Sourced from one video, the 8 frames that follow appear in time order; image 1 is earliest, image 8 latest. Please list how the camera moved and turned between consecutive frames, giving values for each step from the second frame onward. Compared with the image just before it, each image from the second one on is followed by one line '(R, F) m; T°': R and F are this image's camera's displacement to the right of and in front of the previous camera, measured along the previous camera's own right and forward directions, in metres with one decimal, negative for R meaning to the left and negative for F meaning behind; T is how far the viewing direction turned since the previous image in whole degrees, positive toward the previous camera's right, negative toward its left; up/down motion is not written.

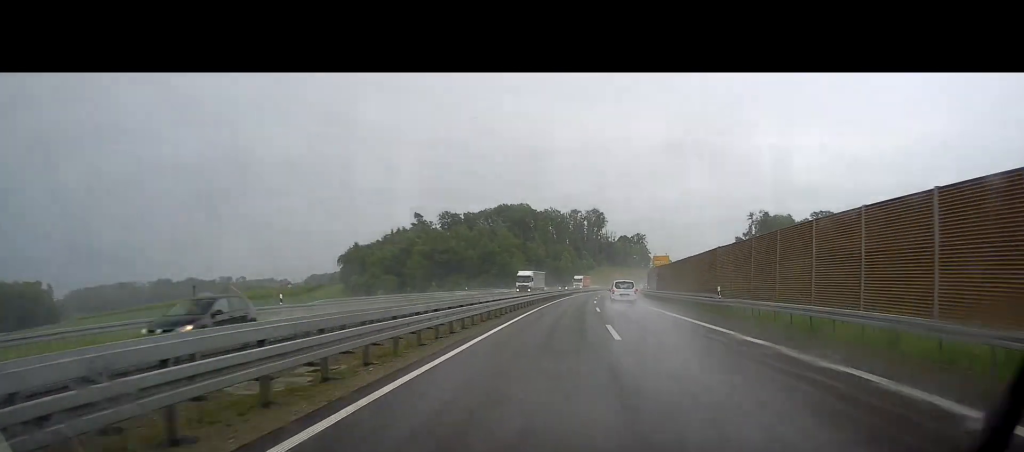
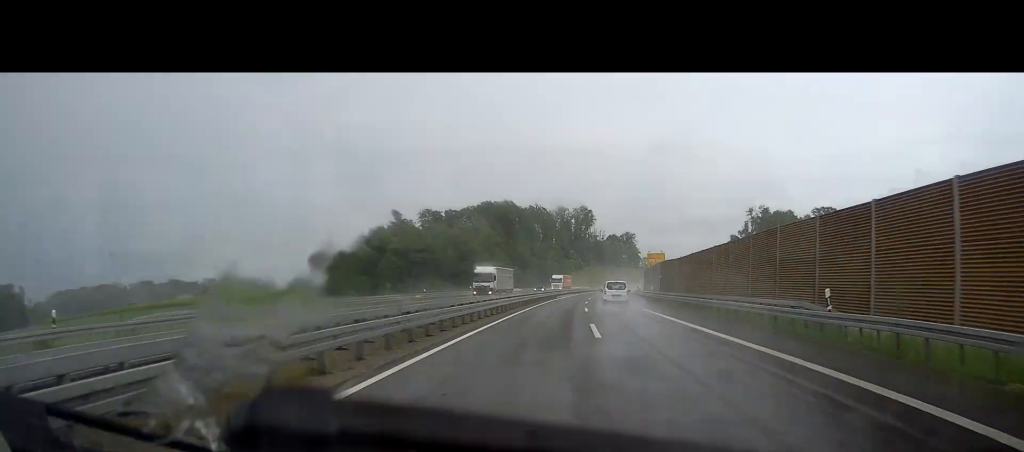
(-0.1, +17.1) m; +1°
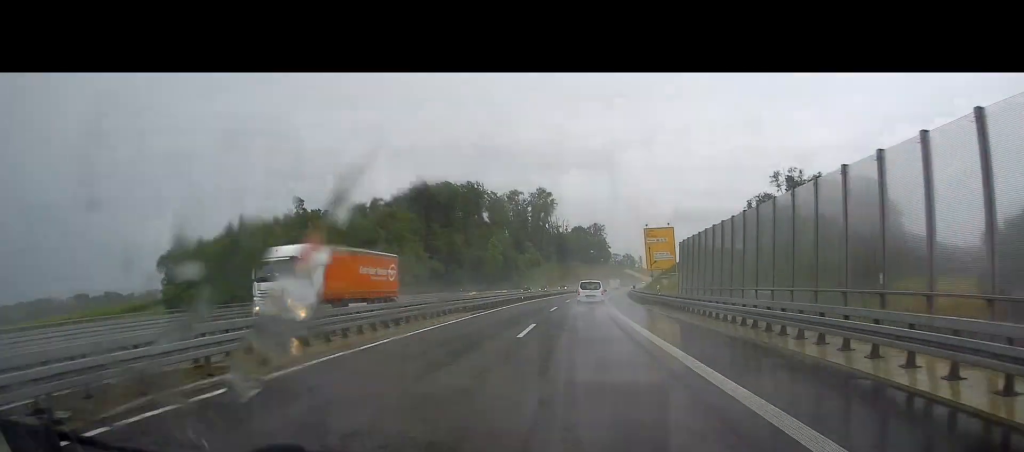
(+3.1, +72.2) m; +5°
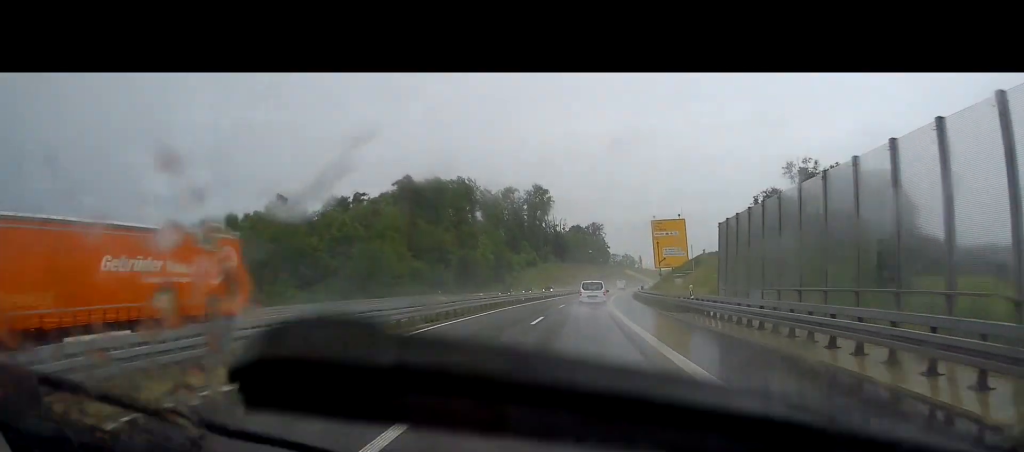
(+0.3, +13.1) m; +1°
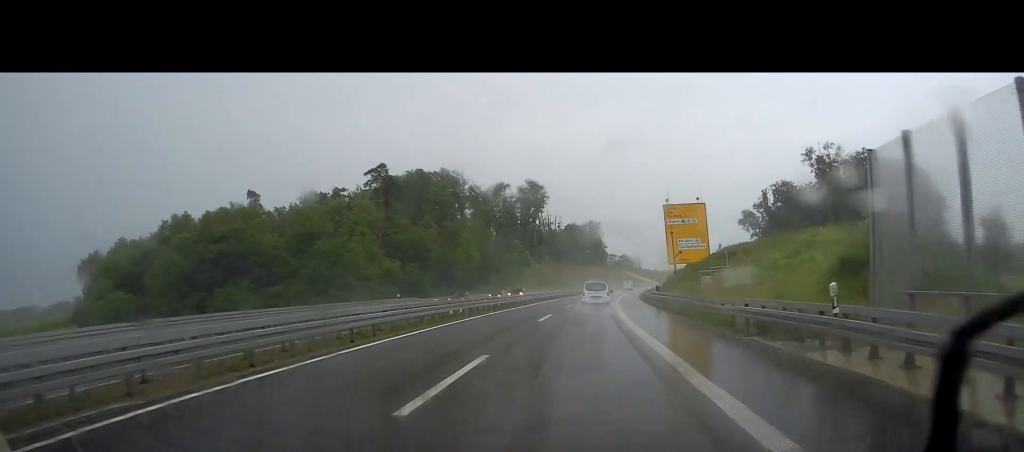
(-0.1, +16.8) m; 0°
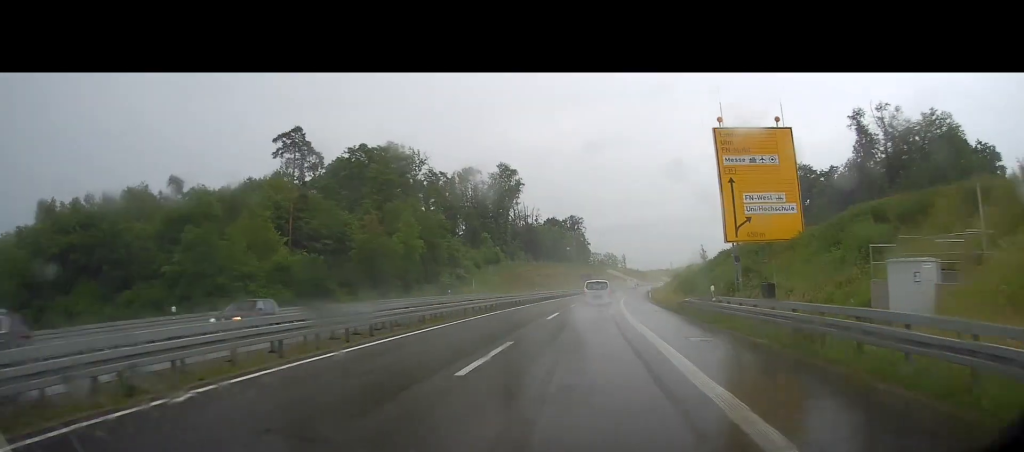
(+0.1, +34.6) m; +1°
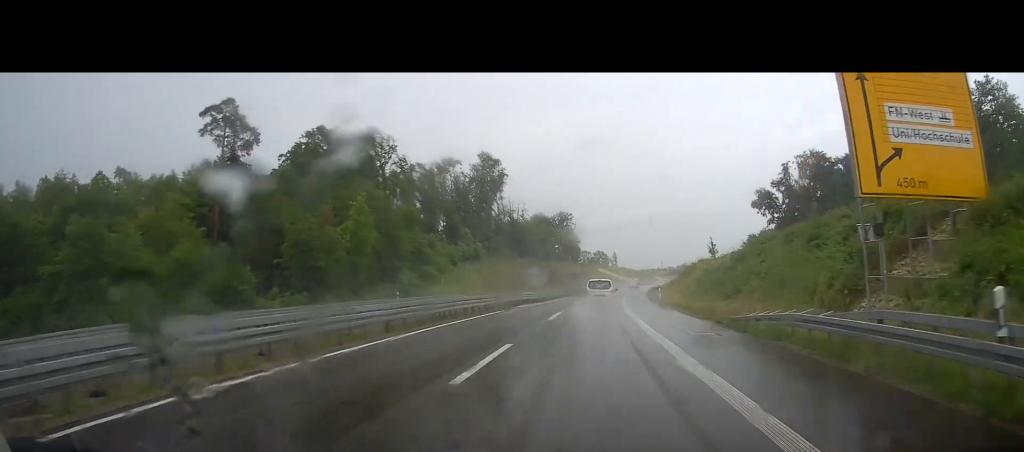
(0.0, +18.7) m; 0°
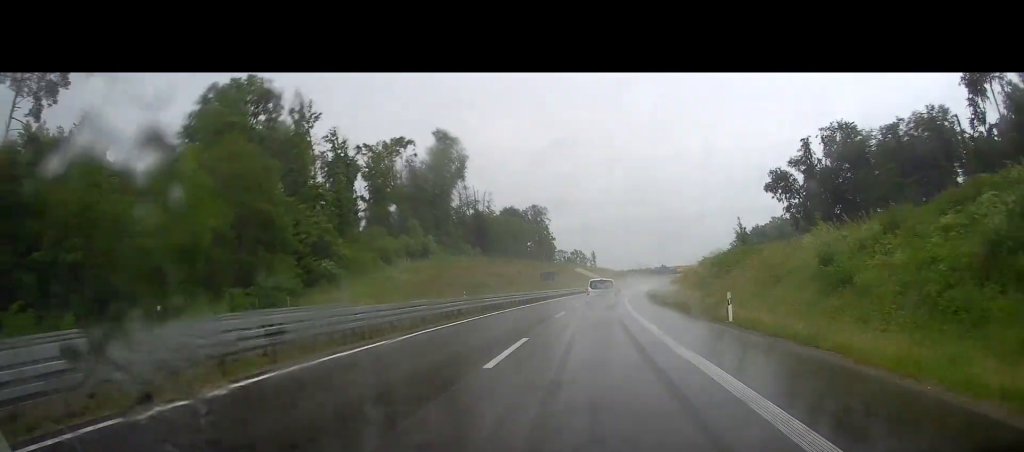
(0.0, +33.8) m; +1°
